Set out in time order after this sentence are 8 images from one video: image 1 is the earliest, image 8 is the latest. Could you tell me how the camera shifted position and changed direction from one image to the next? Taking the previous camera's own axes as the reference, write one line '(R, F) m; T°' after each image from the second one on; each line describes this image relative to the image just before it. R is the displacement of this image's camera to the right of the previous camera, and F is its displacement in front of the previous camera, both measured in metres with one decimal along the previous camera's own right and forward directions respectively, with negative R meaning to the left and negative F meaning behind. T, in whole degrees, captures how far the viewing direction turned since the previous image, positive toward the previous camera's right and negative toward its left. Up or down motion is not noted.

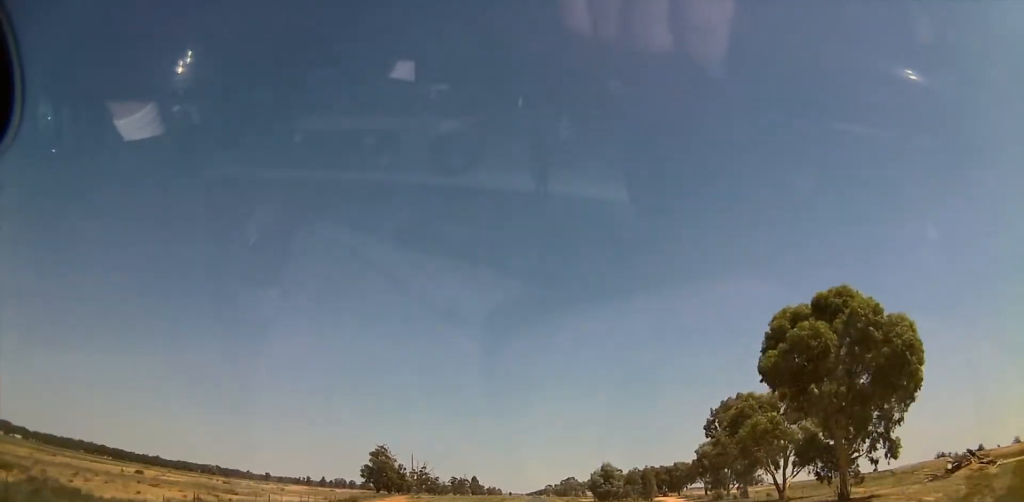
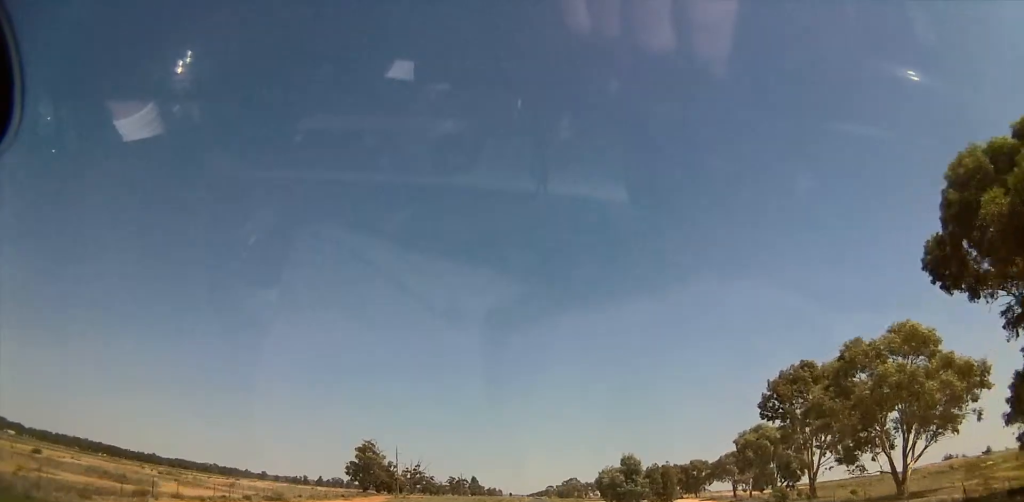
(0.0, +23.0) m; 0°
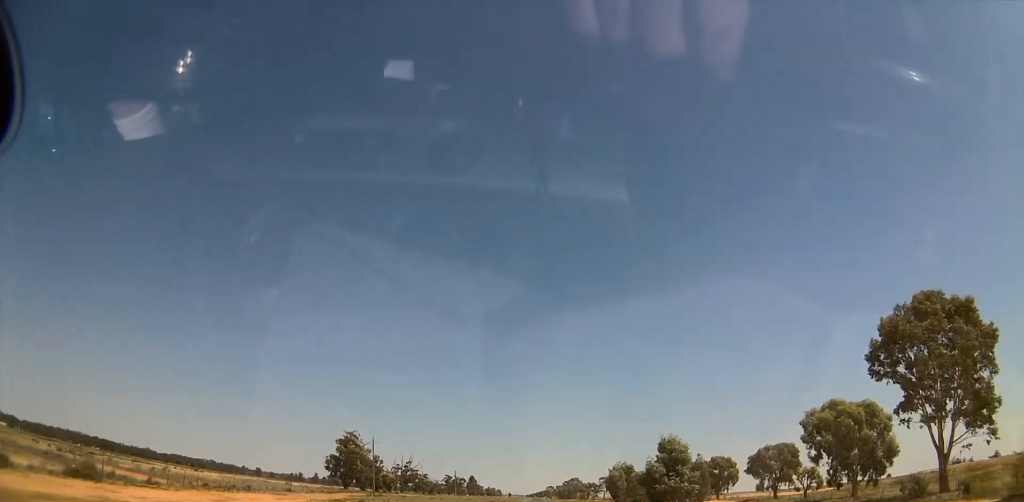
(0.0, +25.0) m; -3°
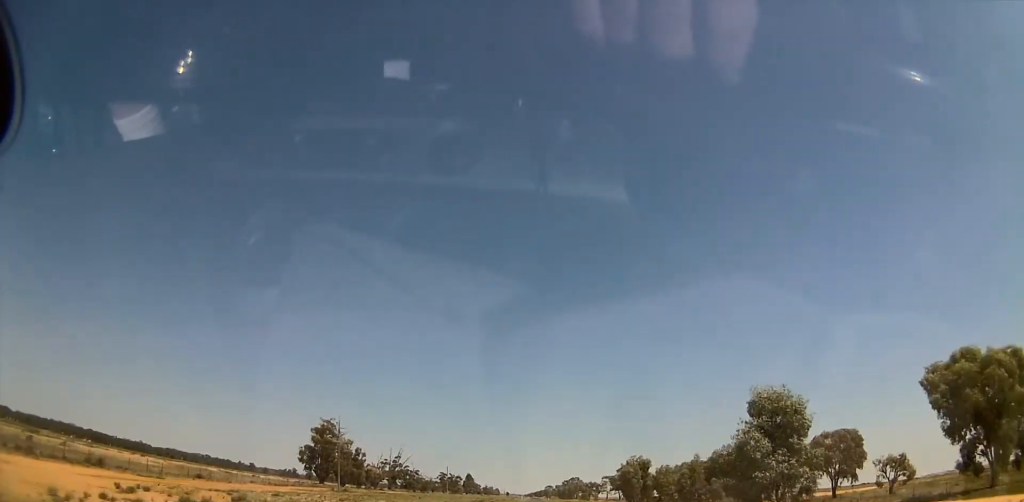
(-1.1, +25.3) m; +1°
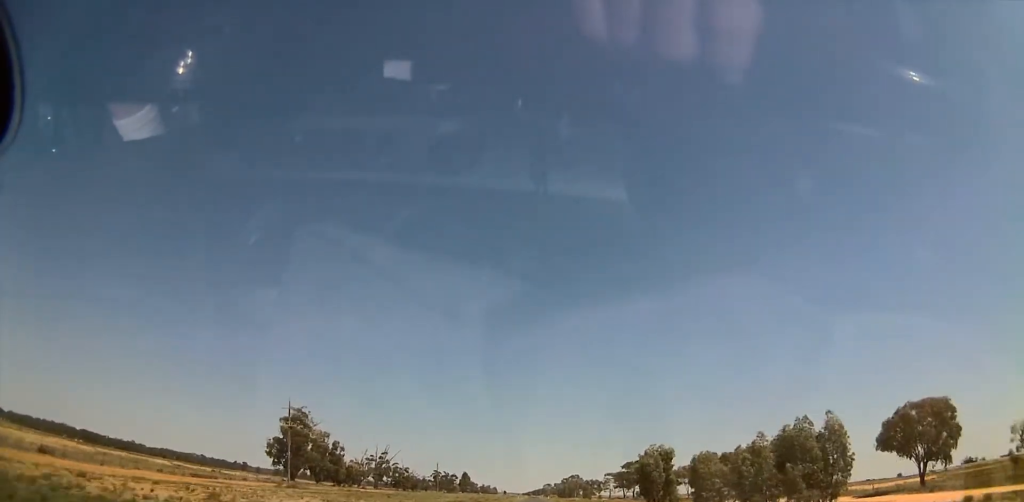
(+1.1, +24.6) m; +2°
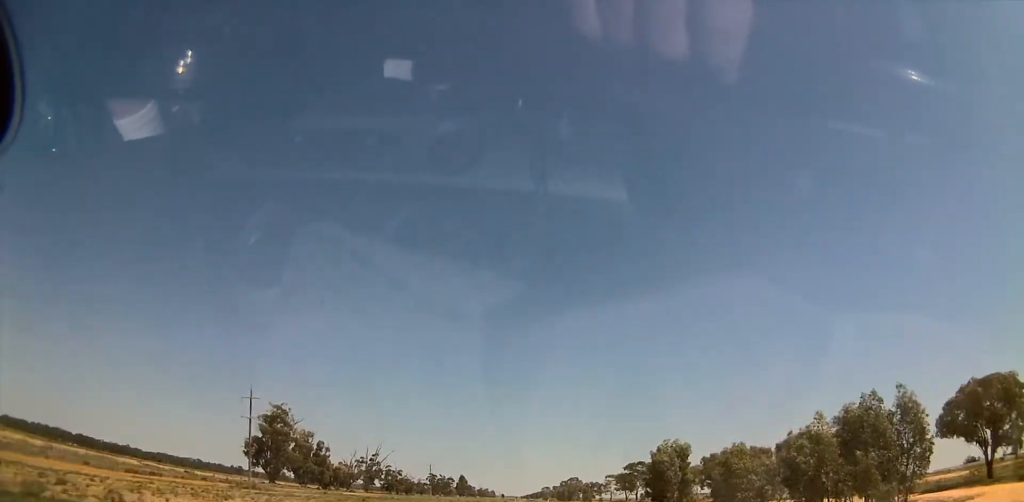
(+0.3, +13.3) m; 0°
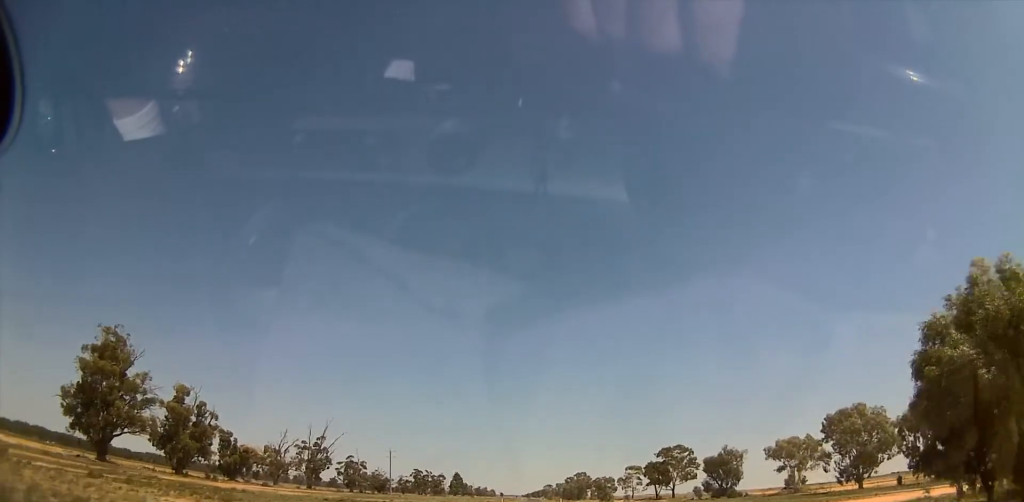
(-2.4, +74.1) m; -1°
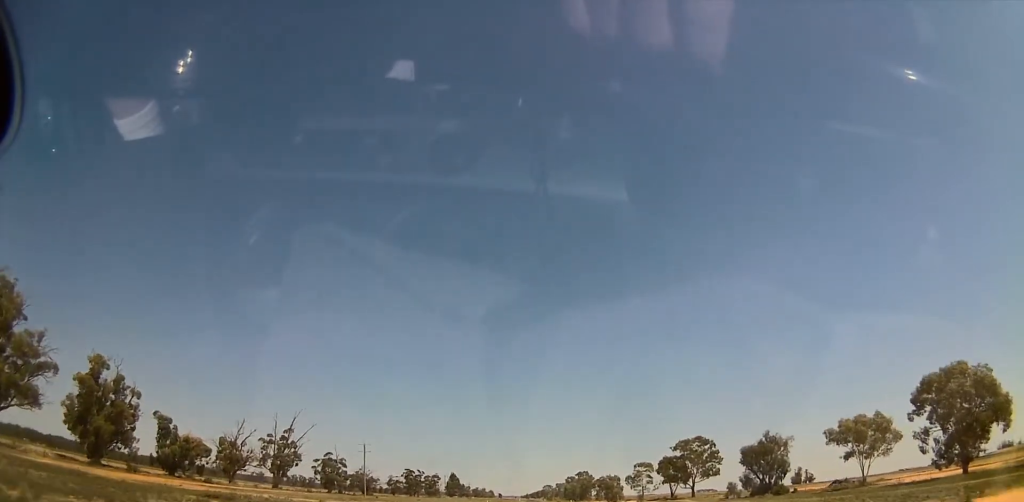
(+0.2, +27.3) m; +1°
